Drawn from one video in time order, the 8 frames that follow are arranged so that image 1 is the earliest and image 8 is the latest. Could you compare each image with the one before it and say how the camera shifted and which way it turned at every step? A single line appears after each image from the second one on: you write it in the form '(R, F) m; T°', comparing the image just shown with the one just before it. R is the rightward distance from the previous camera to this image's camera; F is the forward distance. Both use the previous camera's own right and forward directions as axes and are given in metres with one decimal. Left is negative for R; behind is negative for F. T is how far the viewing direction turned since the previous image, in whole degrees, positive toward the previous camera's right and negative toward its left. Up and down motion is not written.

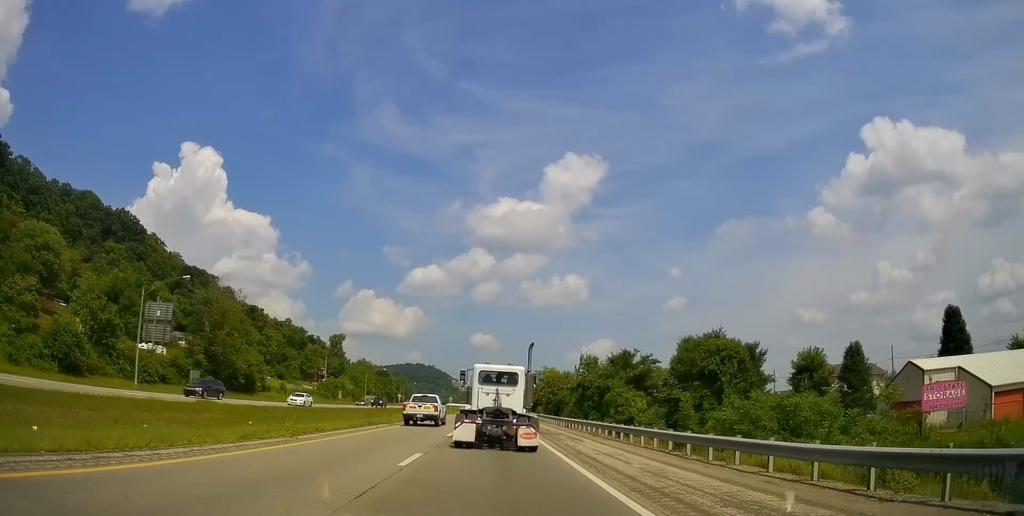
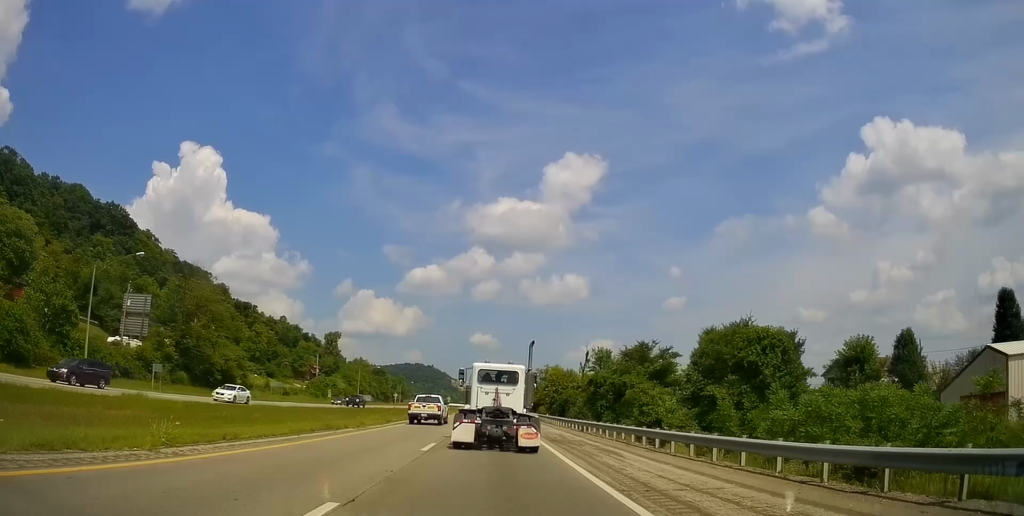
(-0.2, +8.1) m; 0°
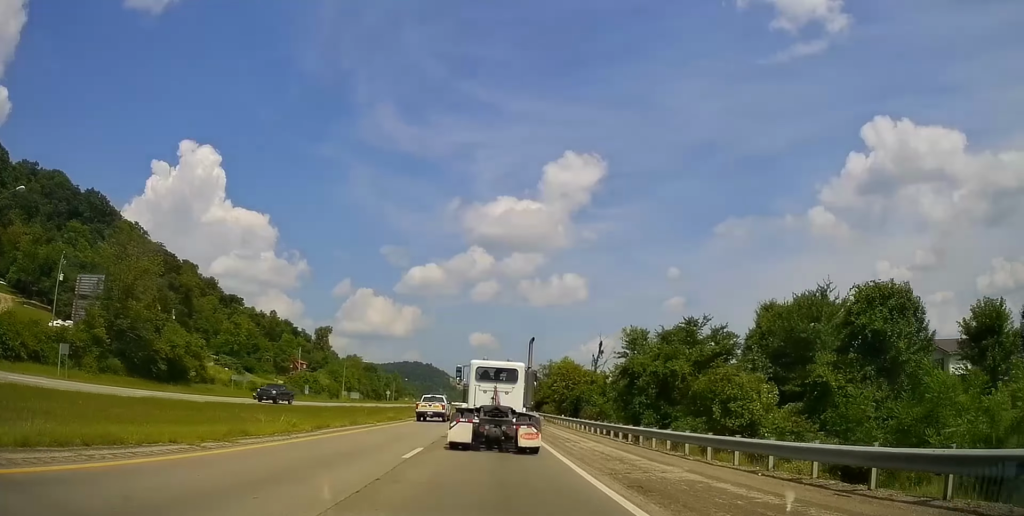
(-0.1, +15.1) m; 0°
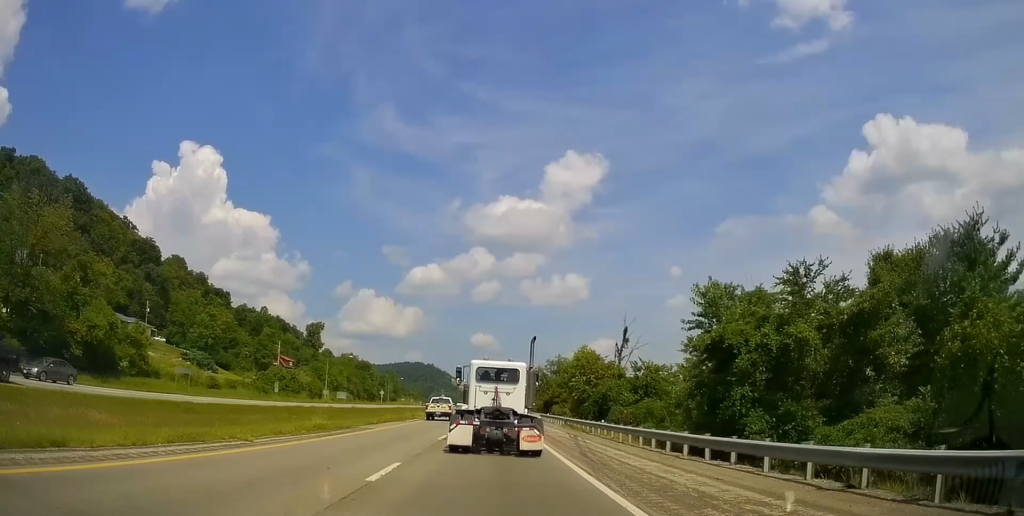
(+0.3, +17.1) m; +1°
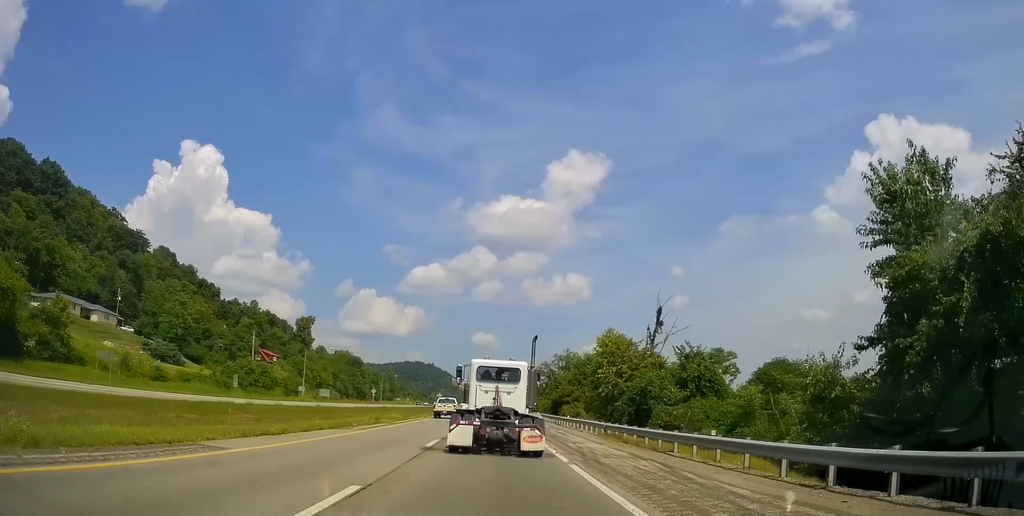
(+0.1, +16.4) m; -1°
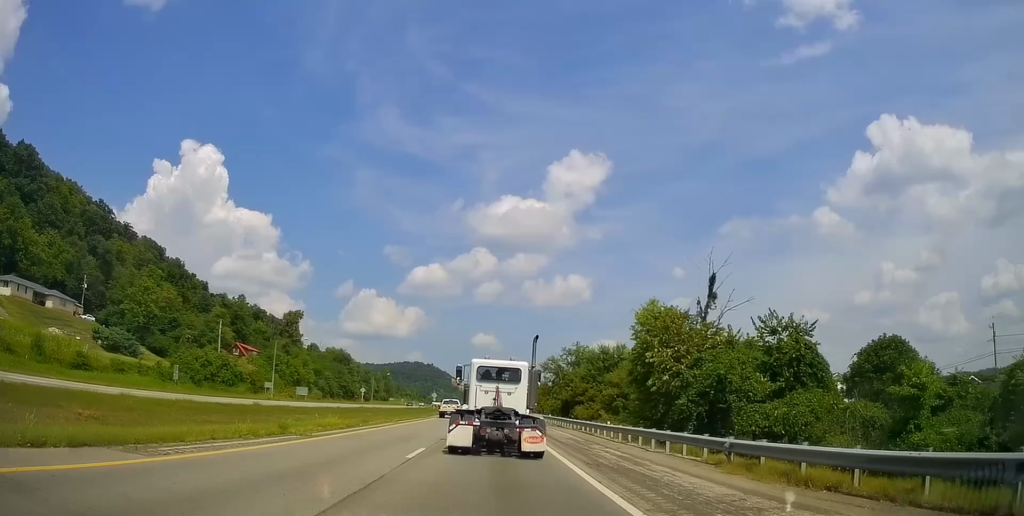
(-0.3, +16.3) m; -1°
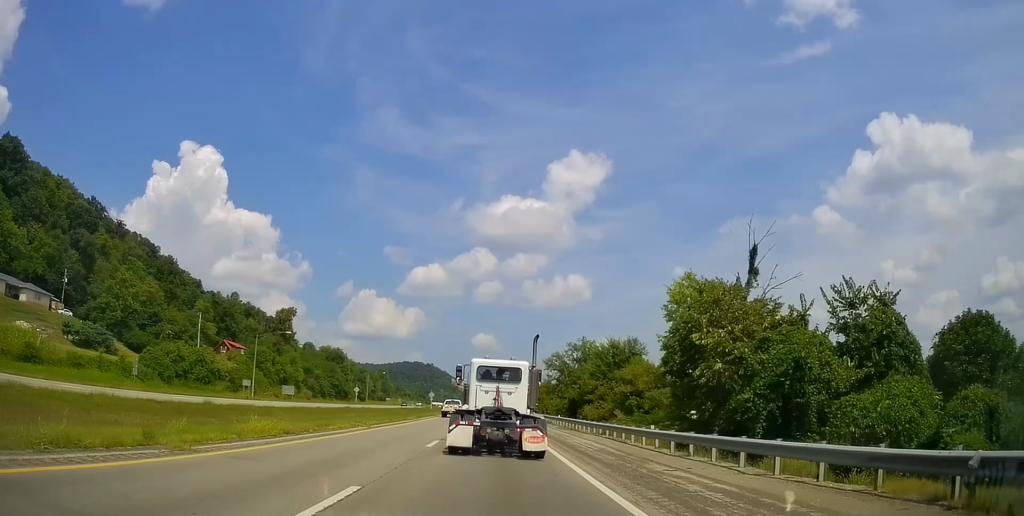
(0.0, +8.3) m; 0°
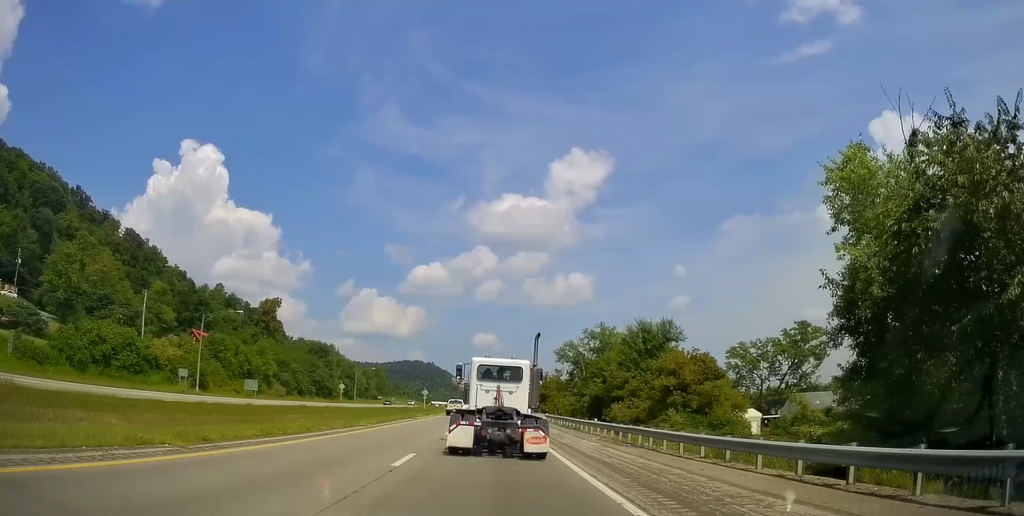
(0.0, +18.1) m; 0°
